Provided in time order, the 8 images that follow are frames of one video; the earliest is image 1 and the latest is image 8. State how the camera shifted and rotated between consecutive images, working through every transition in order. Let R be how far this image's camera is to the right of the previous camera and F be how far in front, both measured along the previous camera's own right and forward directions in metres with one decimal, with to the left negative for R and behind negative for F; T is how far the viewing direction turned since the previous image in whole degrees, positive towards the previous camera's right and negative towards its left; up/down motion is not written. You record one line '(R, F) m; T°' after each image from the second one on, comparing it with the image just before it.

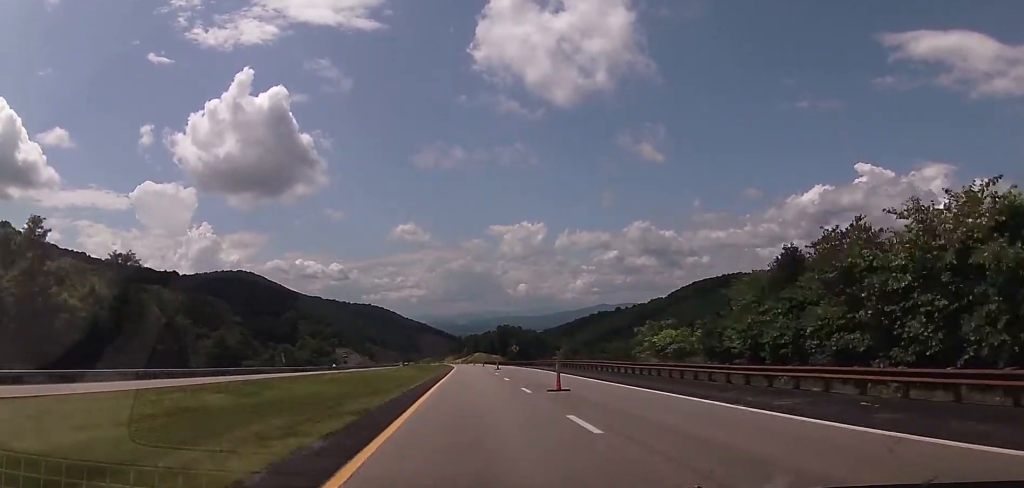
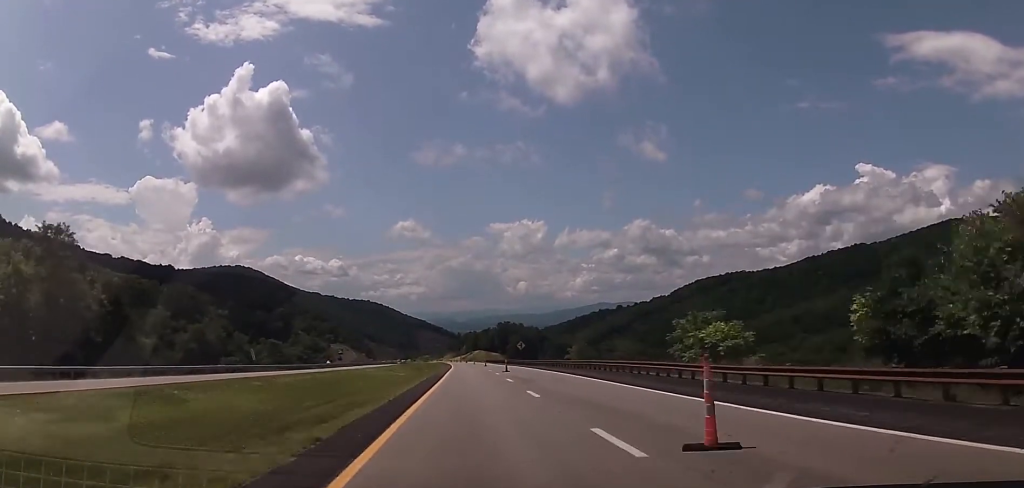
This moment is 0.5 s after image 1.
(-0.4, +14.8) m; 0°
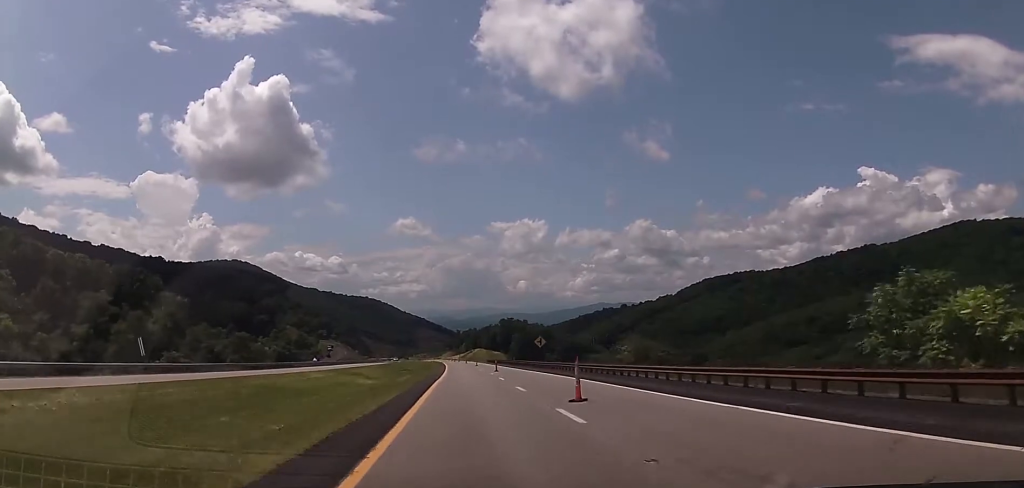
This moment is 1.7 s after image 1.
(+0.8, +32.4) m; 0°
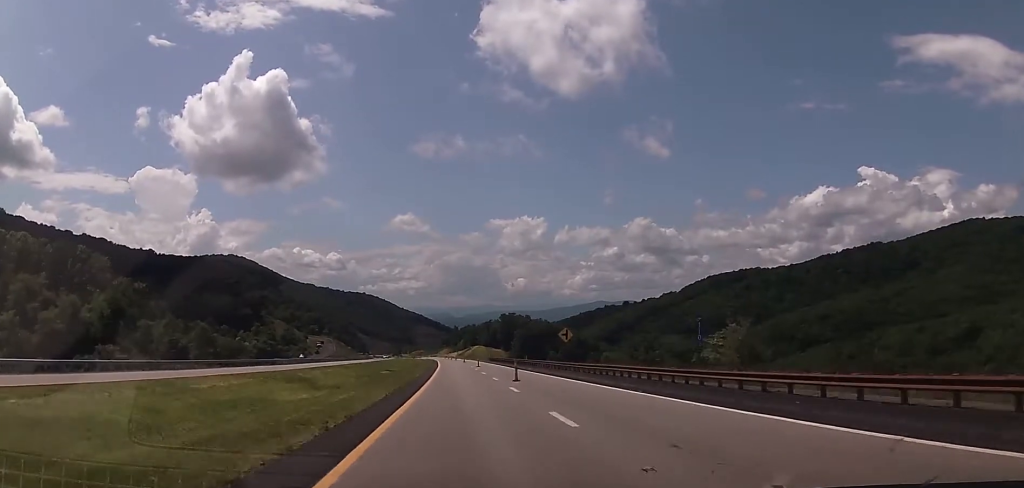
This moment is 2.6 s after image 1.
(-0.5, +25.0) m; -1°
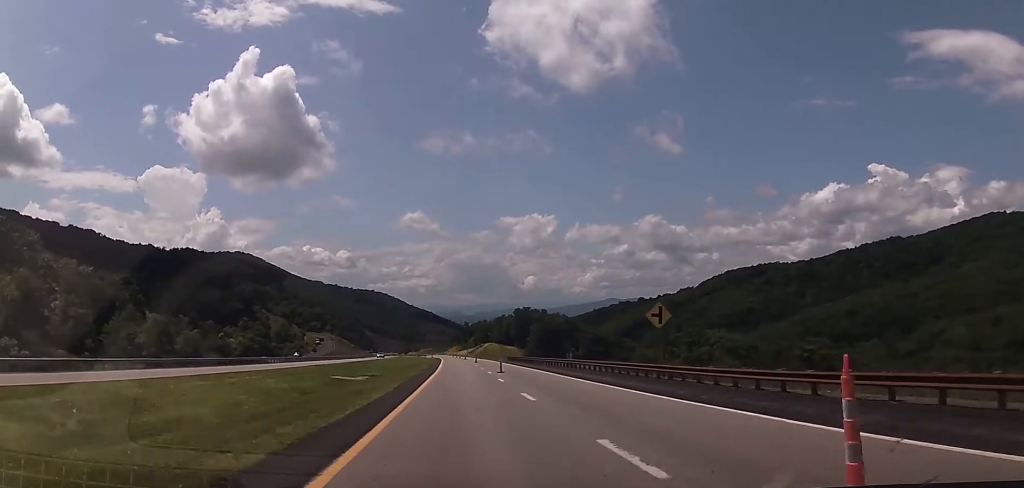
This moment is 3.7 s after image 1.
(+0.3, +29.8) m; +1°
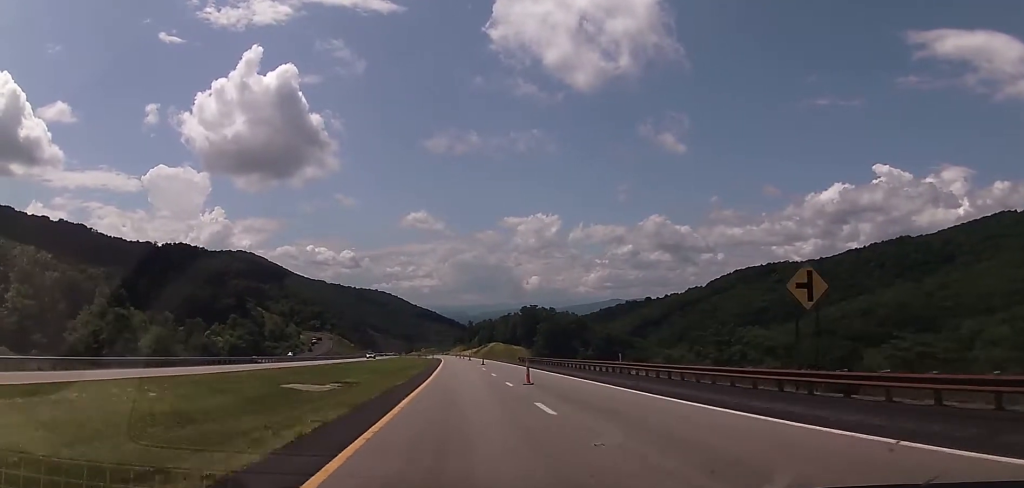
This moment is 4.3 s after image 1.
(+0.3, +16.8) m; -1°
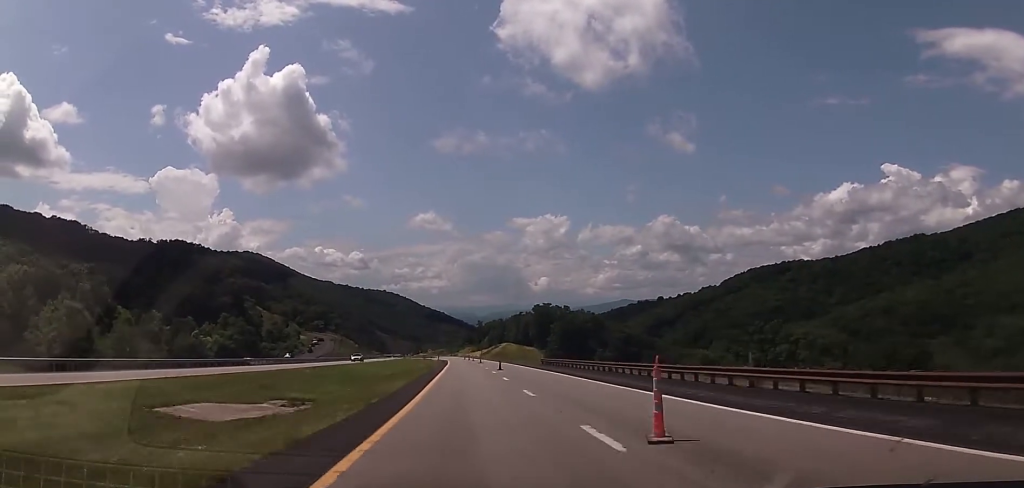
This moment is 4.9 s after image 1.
(-0.3, +17.9) m; -1°
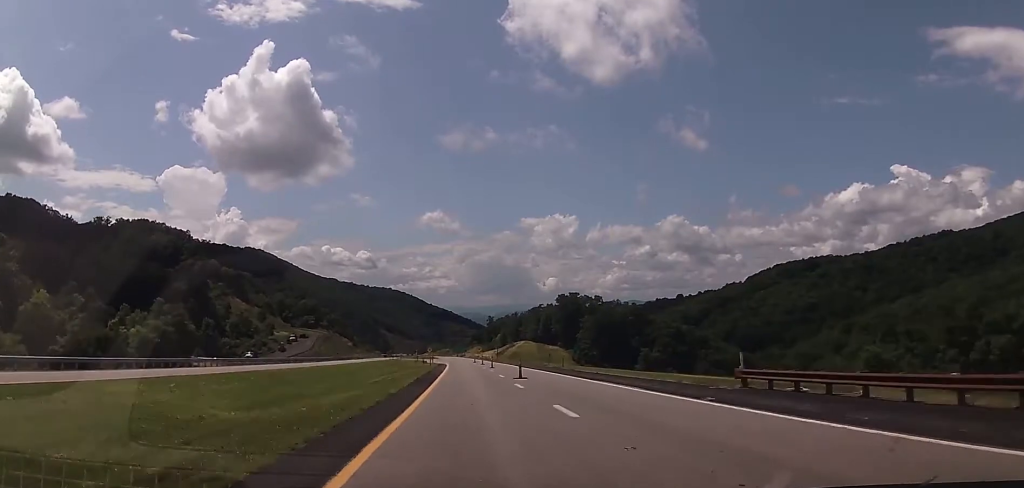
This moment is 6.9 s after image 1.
(-0.5, +55.9) m; 0°
